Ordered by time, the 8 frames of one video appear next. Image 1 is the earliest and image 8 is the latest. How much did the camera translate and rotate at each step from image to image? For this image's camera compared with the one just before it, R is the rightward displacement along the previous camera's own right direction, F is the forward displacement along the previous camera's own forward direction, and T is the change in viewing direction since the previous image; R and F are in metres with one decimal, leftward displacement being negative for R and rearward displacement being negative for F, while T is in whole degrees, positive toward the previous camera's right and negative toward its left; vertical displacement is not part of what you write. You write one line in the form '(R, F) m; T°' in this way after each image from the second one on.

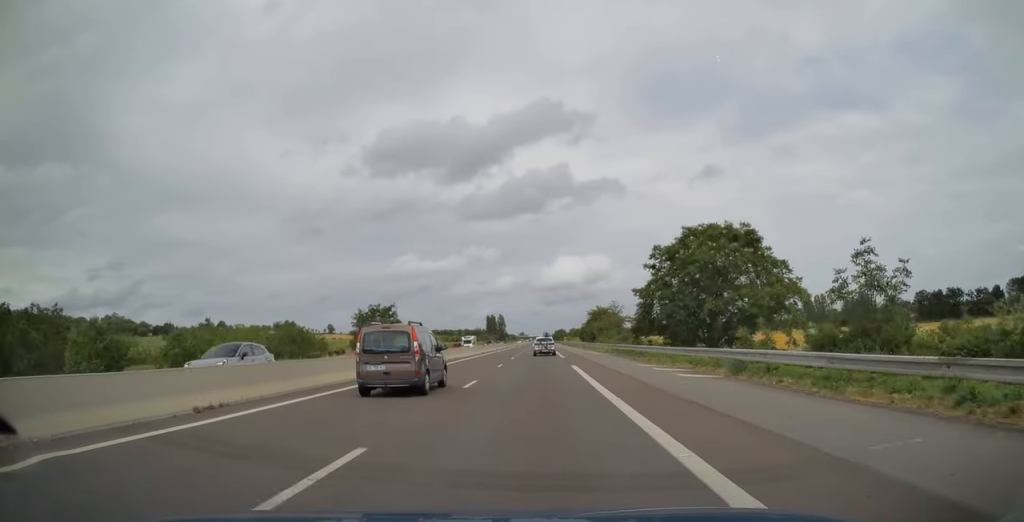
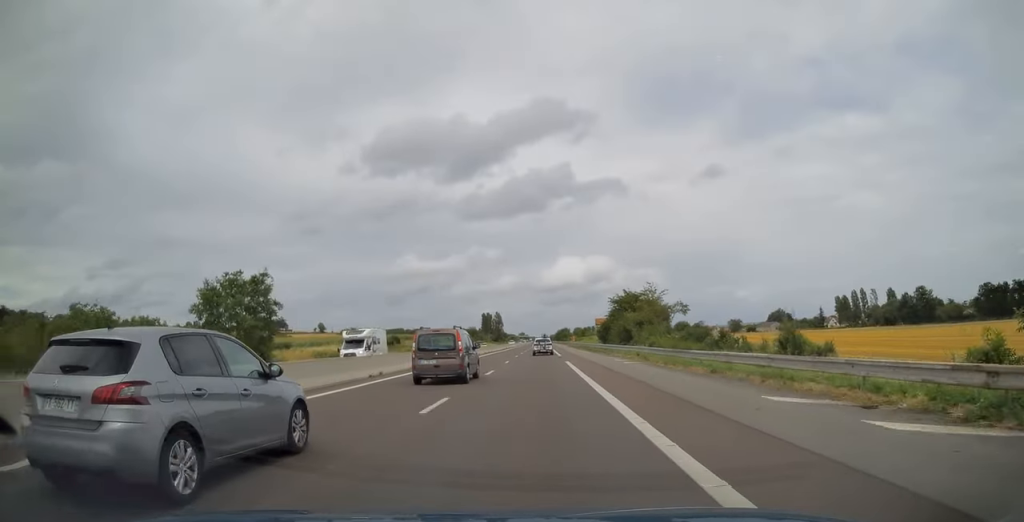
(+0.5, +45.2) m; 0°
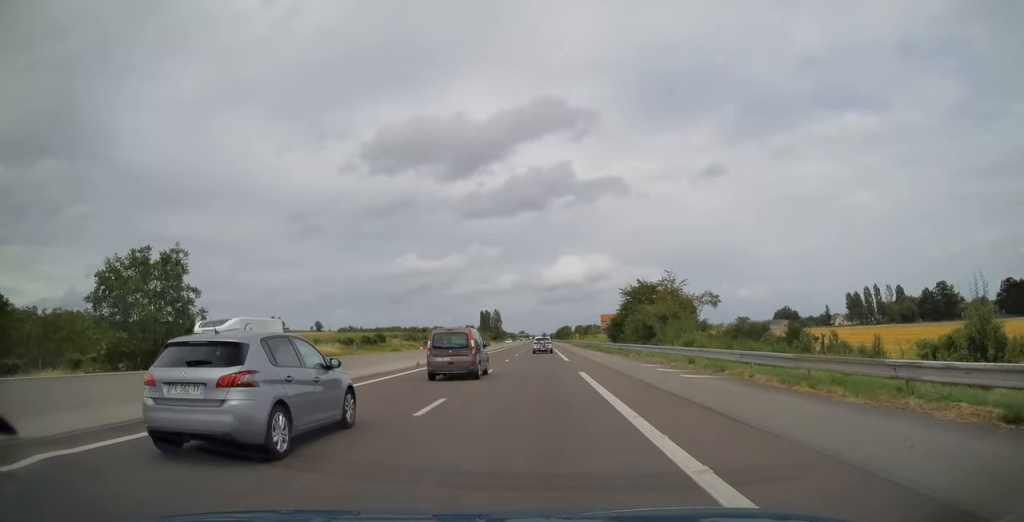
(-0.2, +13.5) m; 0°
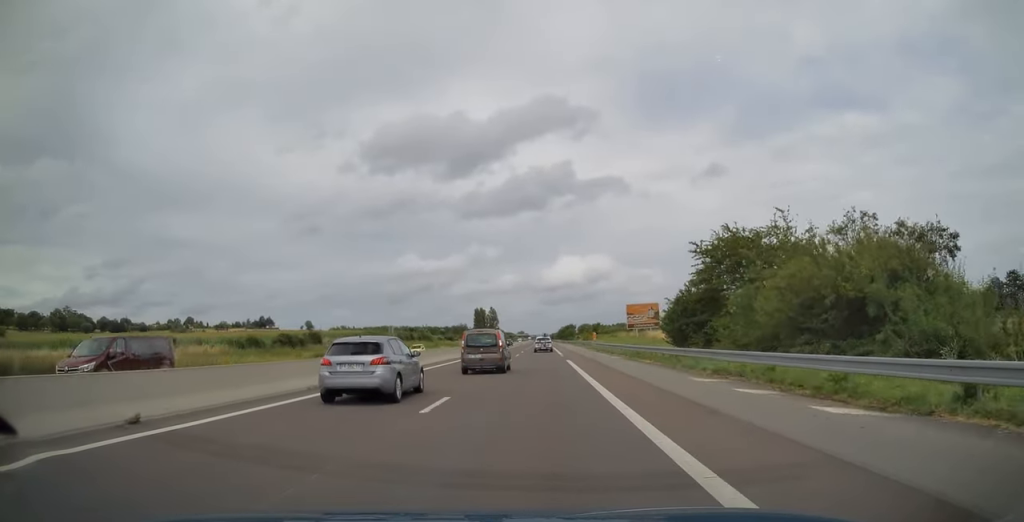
(-0.3, +38.8) m; 0°
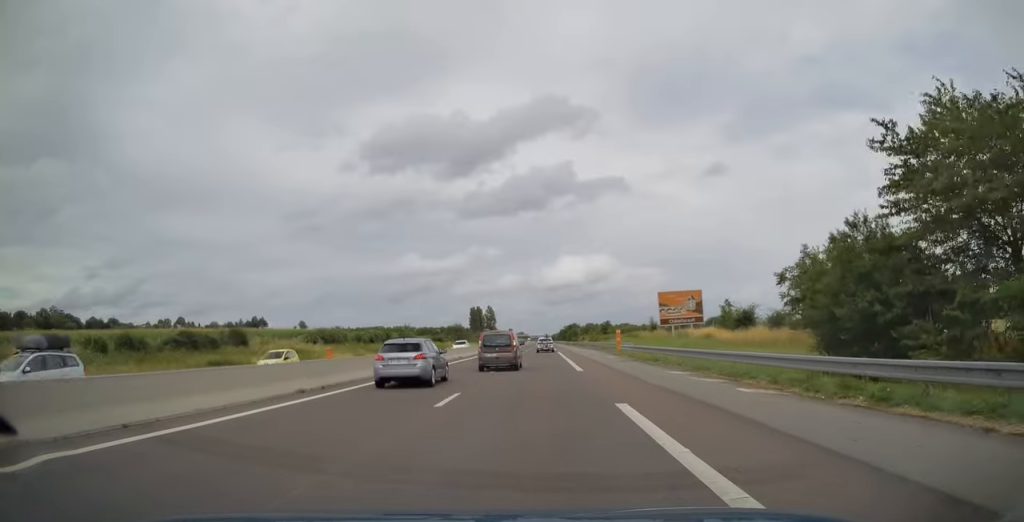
(+0.2, +24.7) m; 0°
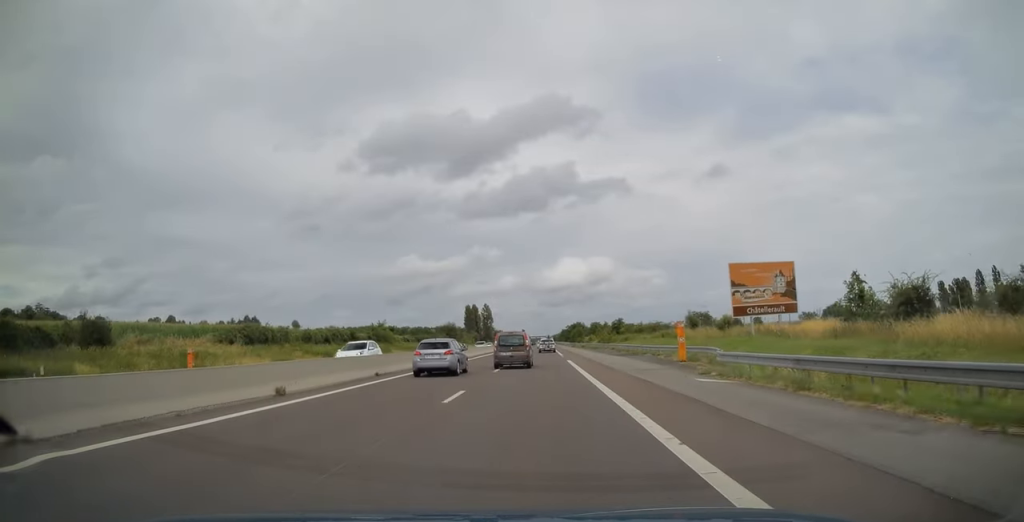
(+0.1, +25.3) m; 0°
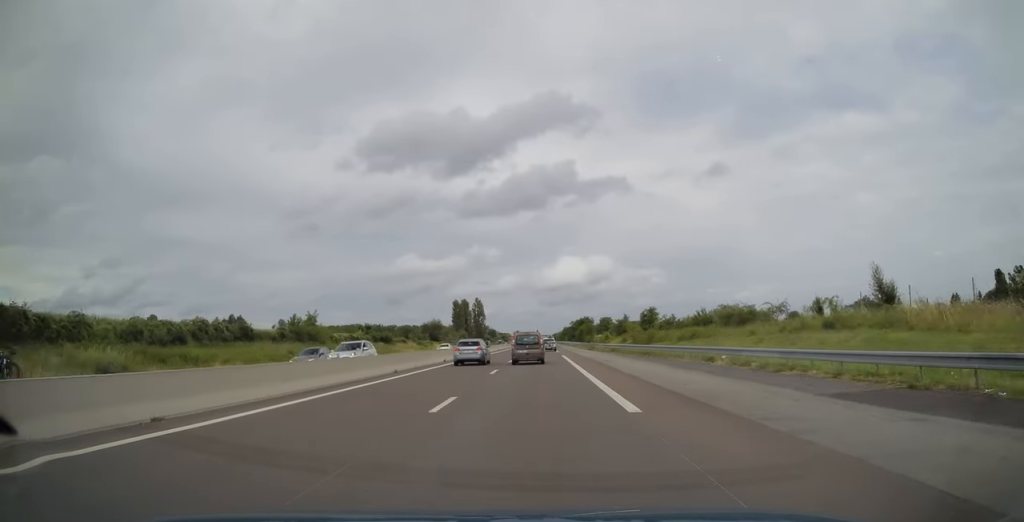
(-0.4, +40.9) m; 0°
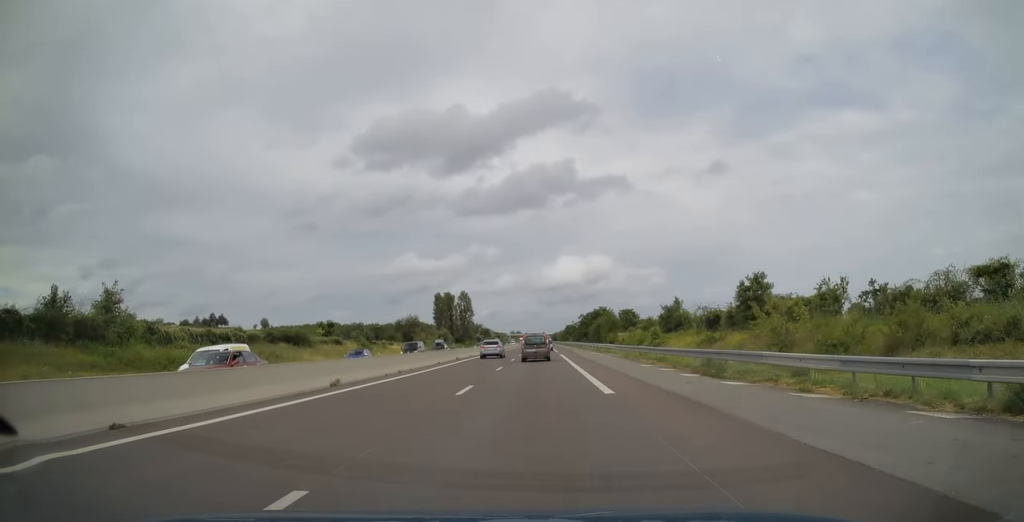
(0.0, +48.5) m; +1°
